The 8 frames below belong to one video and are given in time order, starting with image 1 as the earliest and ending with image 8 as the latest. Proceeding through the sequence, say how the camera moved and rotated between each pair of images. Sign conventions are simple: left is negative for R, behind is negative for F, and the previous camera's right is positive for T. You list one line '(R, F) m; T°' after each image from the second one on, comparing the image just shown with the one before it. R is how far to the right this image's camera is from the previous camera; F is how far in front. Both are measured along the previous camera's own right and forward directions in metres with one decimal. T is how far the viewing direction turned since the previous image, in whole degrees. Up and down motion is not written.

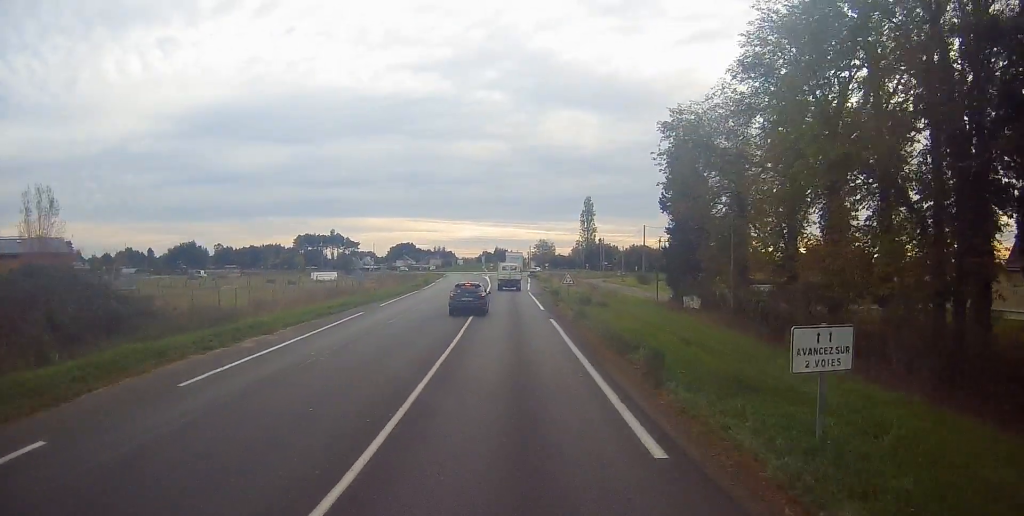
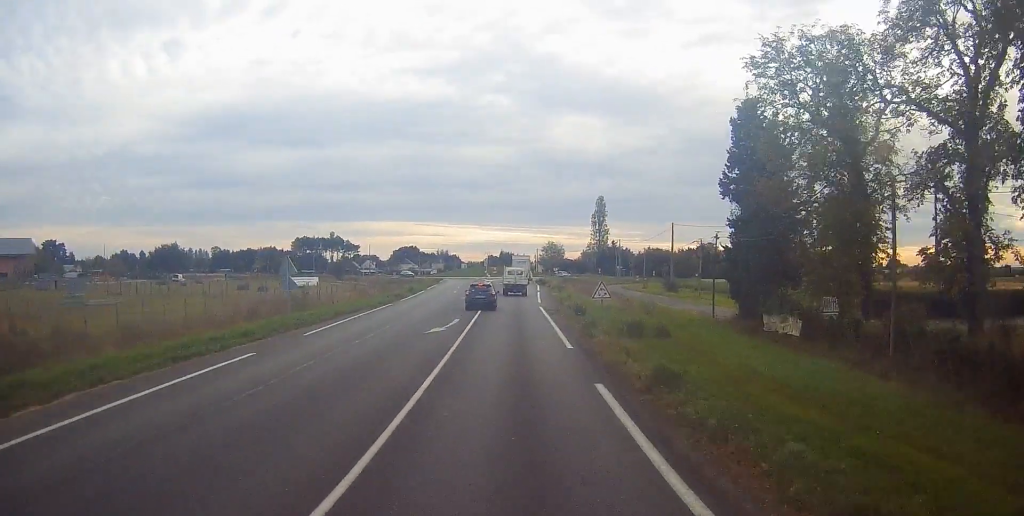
(+0.3, +15.1) m; -1°
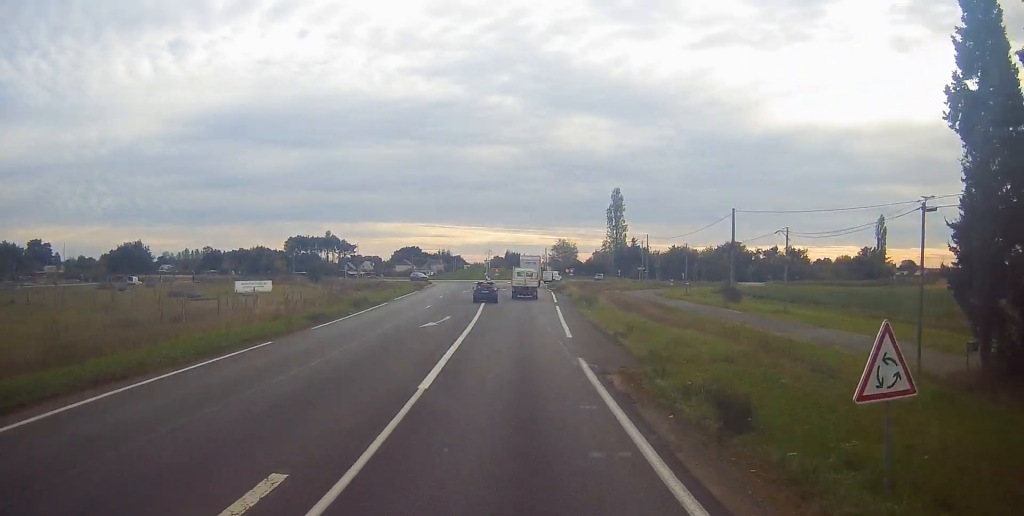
(-0.5, +22.8) m; 0°
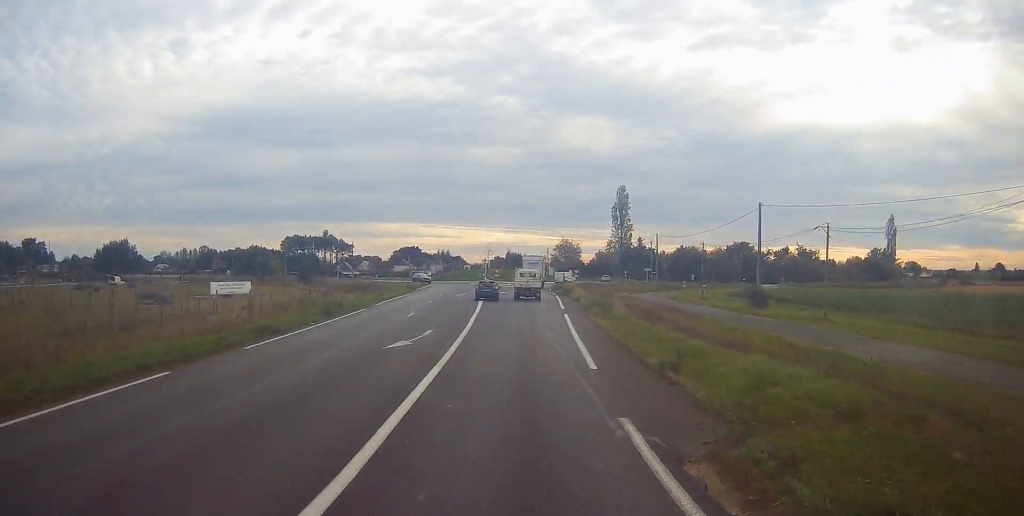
(+0.2, +7.2) m; +1°
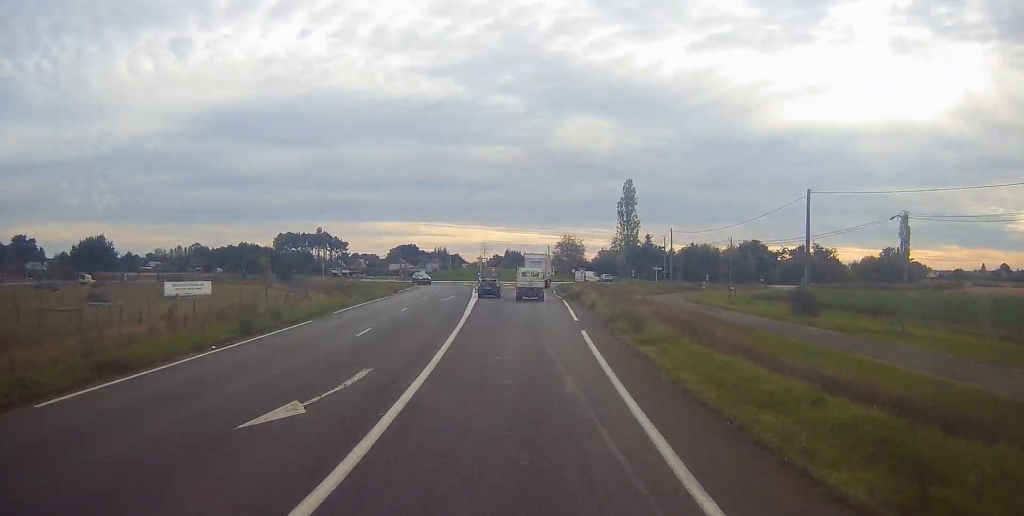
(-0.1, +10.5) m; -1°
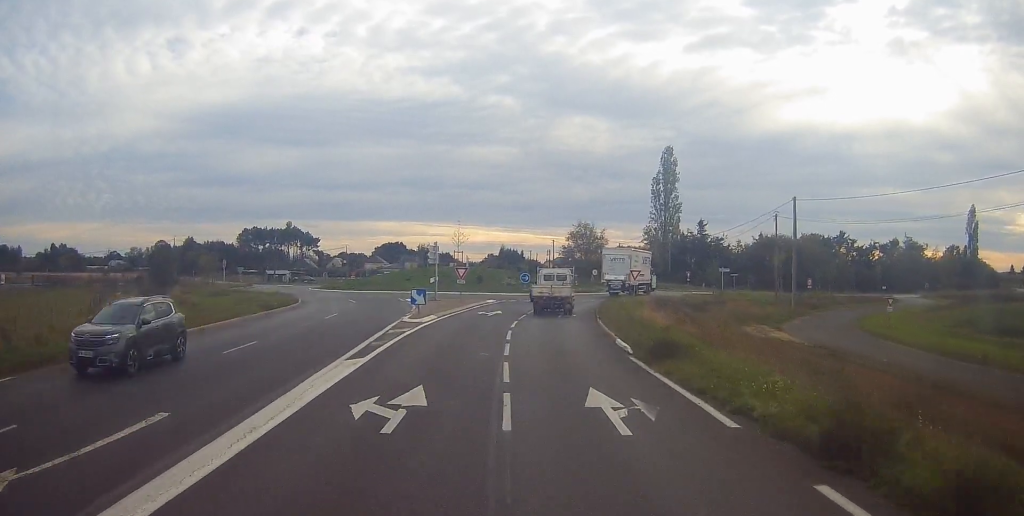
(-0.7, +45.0) m; 0°
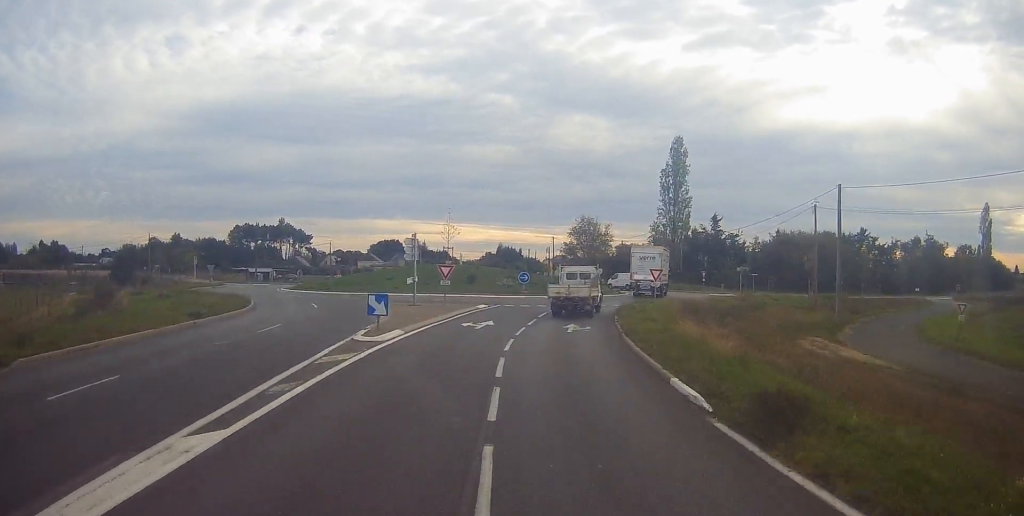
(+0.1, +8.2) m; 0°
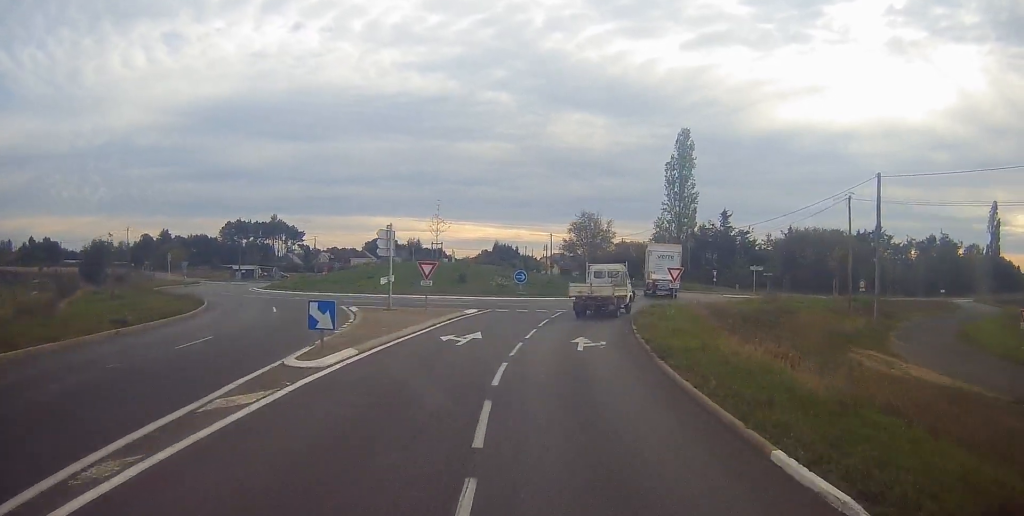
(0.0, +6.0) m; 0°
